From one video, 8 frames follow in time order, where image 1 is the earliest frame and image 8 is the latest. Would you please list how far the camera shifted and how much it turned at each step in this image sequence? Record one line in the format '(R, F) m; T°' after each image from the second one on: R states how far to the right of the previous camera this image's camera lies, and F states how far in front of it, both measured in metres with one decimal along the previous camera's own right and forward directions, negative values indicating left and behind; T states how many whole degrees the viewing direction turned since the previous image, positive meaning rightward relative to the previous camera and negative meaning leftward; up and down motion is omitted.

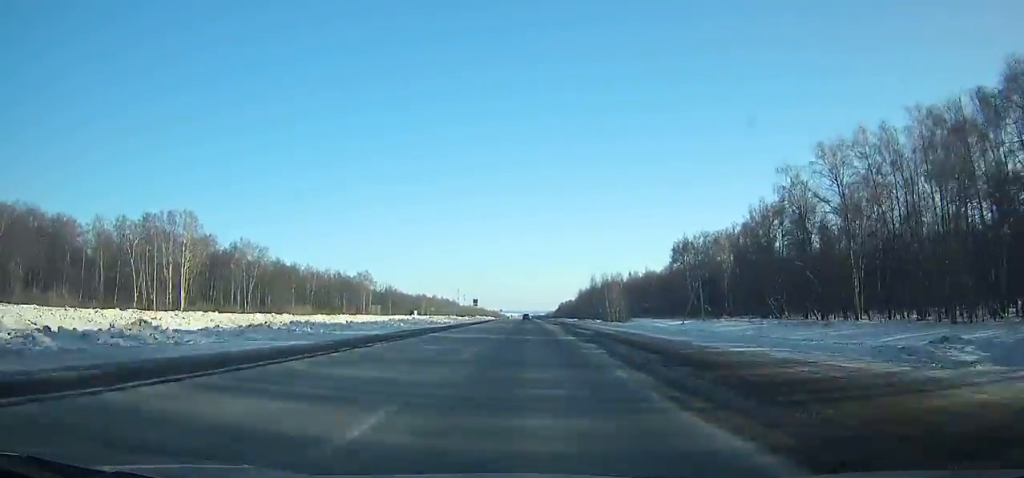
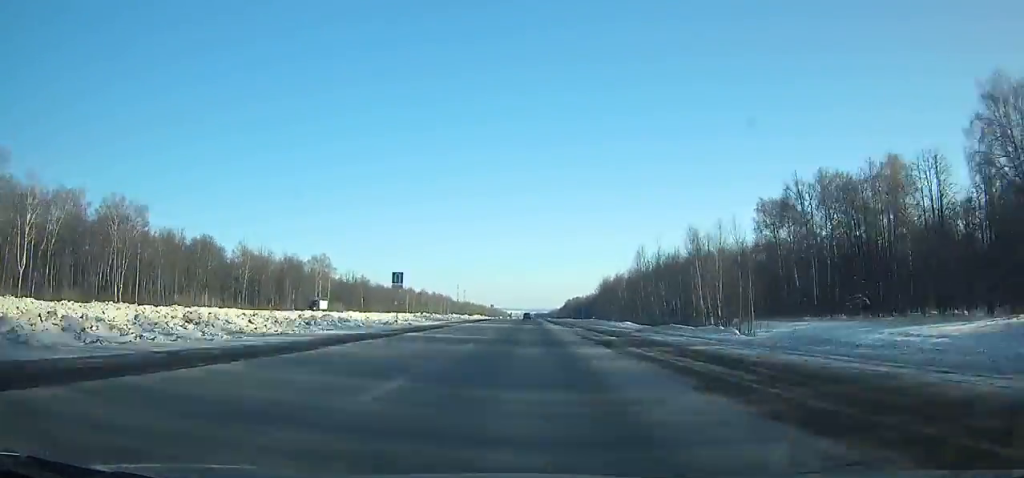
(+0.2, +69.7) m; 0°
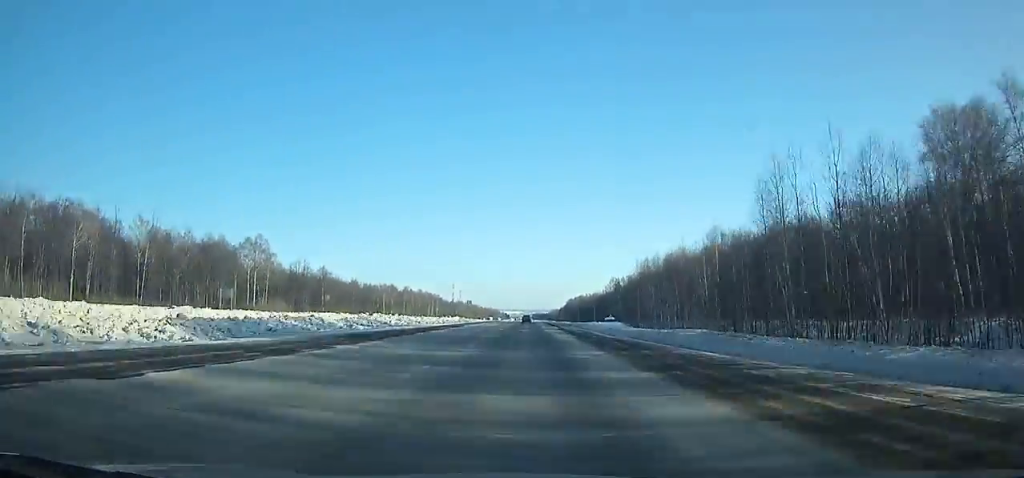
(0.0, +58.7) m; 0°
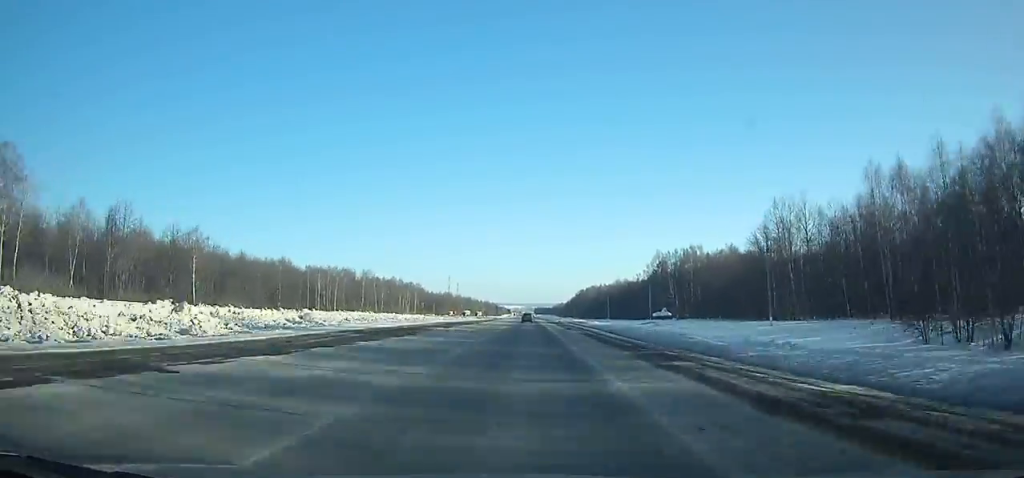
(-0.3, +99.3) m; 0°
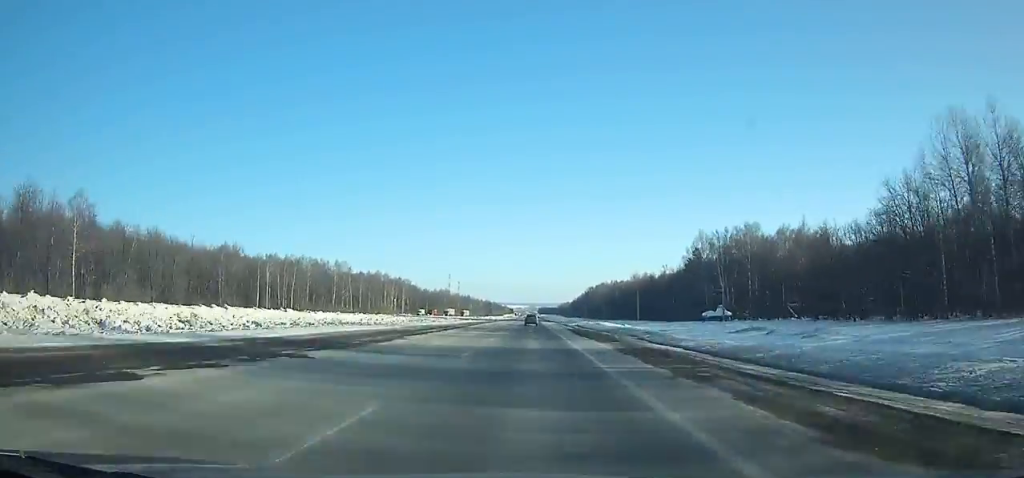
(-0.1, +45.4) m; 0°
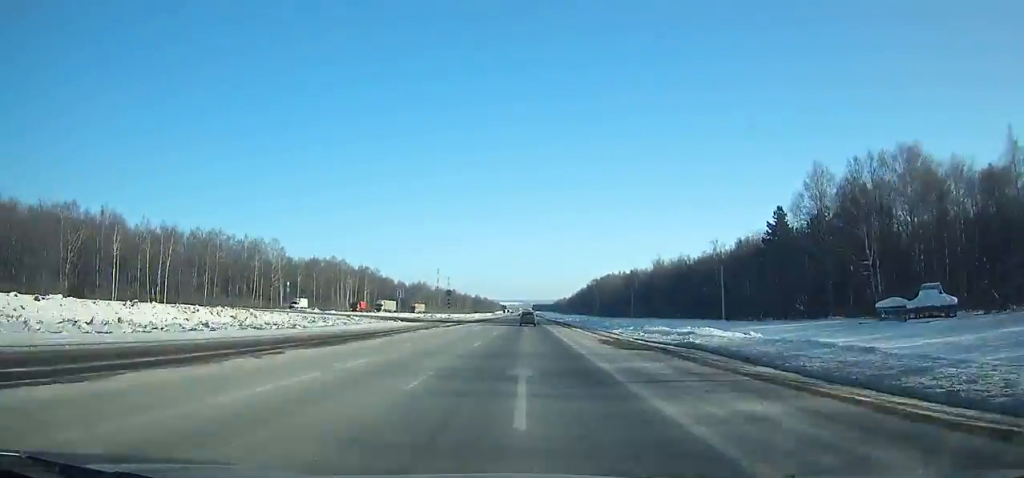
(-0.2, +66.5) m; 0°
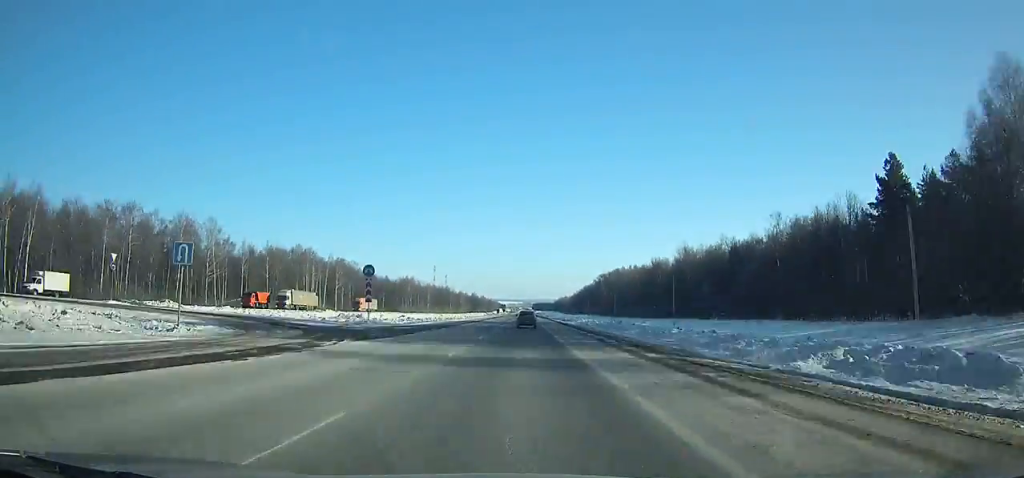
(+0.1, +41.0) m; 0°
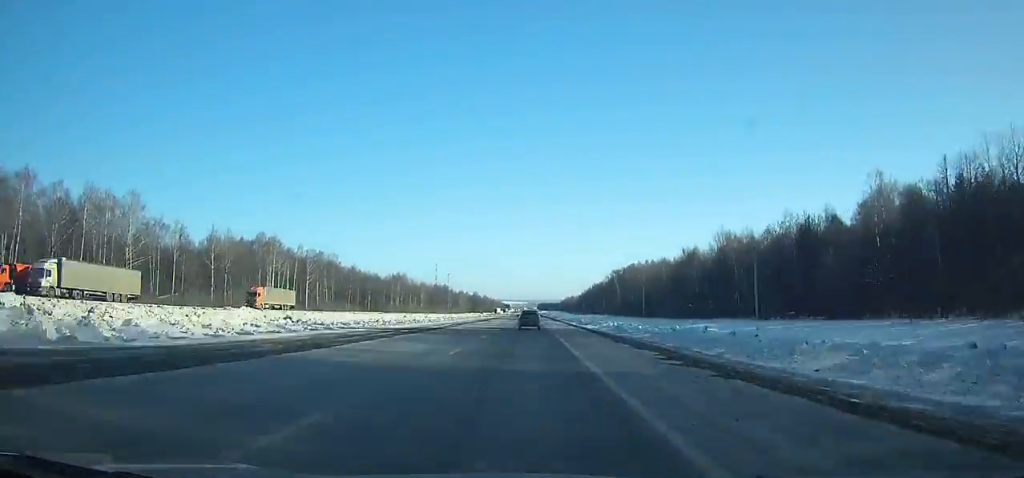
(+0.3, +38.4) m; 0°
